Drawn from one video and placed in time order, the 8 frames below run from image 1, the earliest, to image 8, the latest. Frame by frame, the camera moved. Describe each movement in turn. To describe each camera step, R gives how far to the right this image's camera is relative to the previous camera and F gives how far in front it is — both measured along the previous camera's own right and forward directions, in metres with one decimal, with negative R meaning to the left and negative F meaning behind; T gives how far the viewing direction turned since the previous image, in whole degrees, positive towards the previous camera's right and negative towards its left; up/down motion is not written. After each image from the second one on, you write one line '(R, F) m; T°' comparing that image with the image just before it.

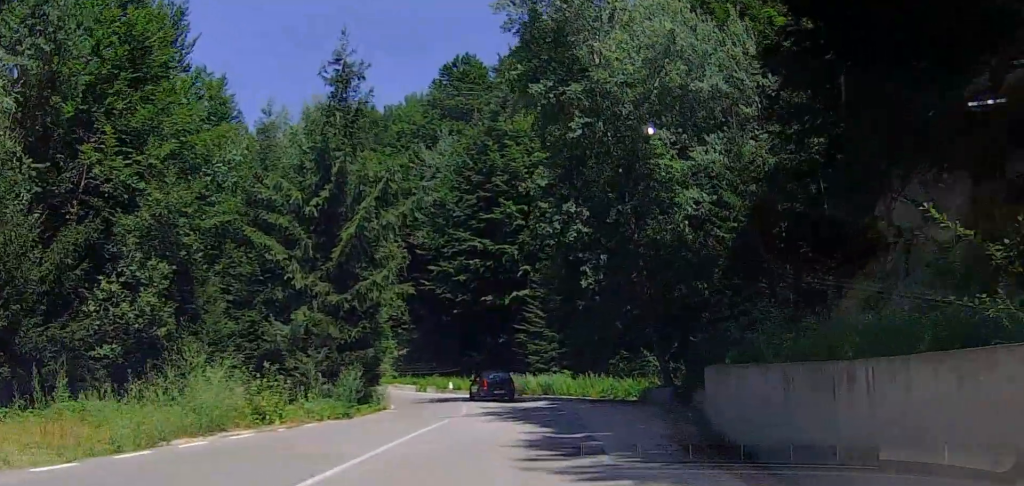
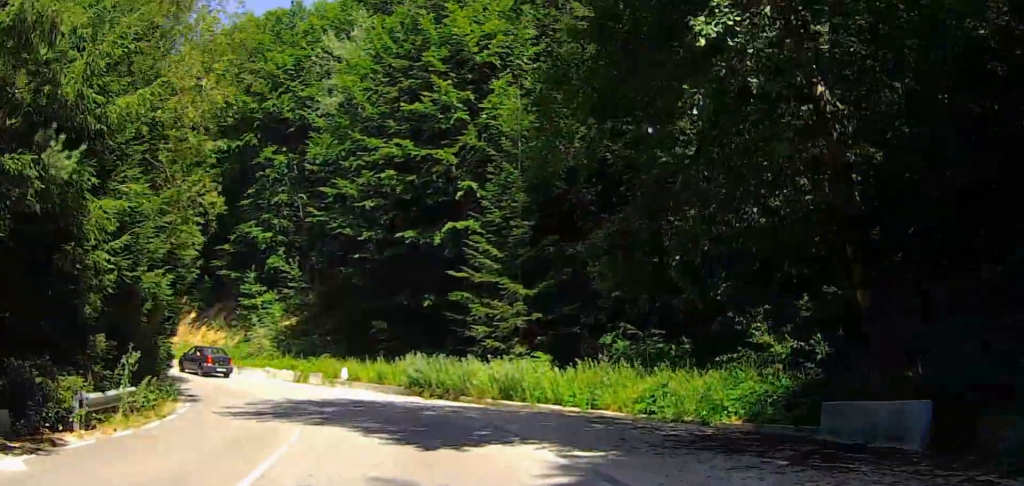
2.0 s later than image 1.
(+3.5, +22.7) m; +7°
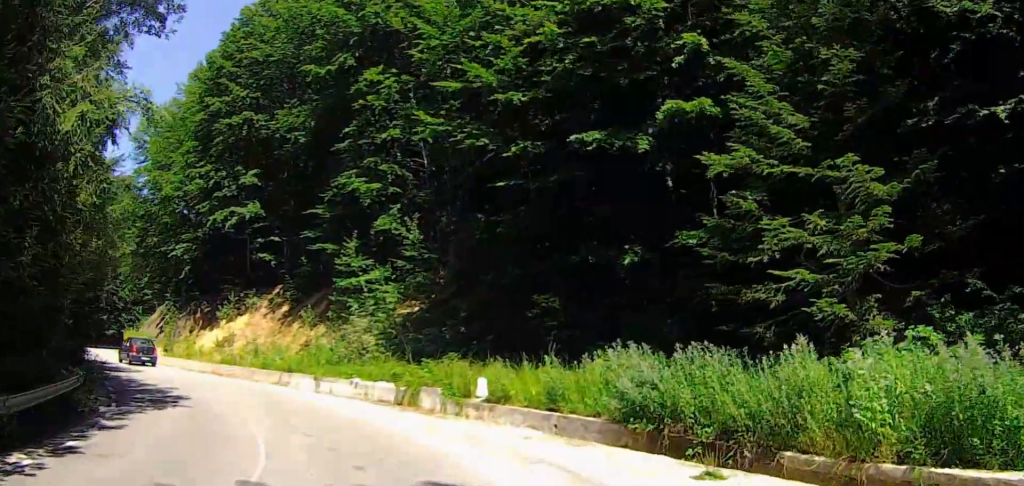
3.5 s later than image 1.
(-4.9, +14.2) m; -28°
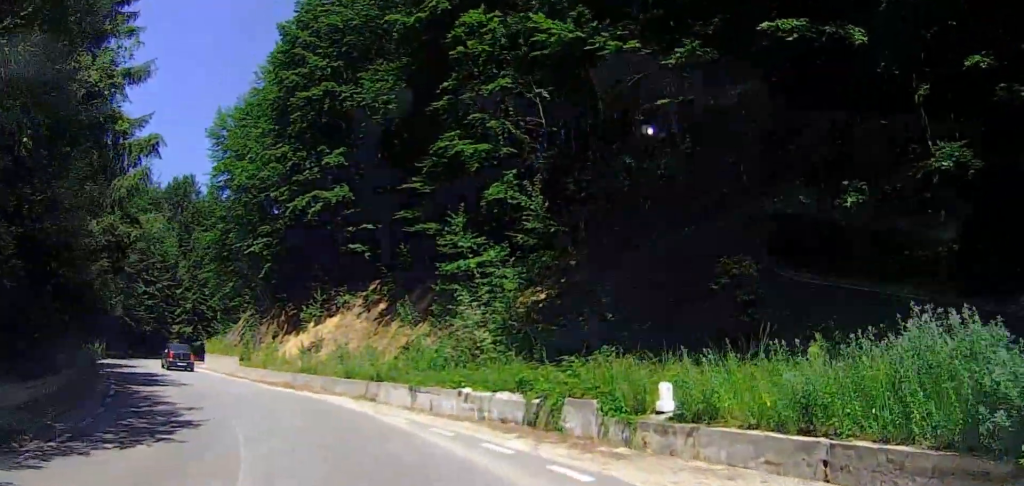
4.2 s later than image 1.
(-0.6, +7.1) m; -5°
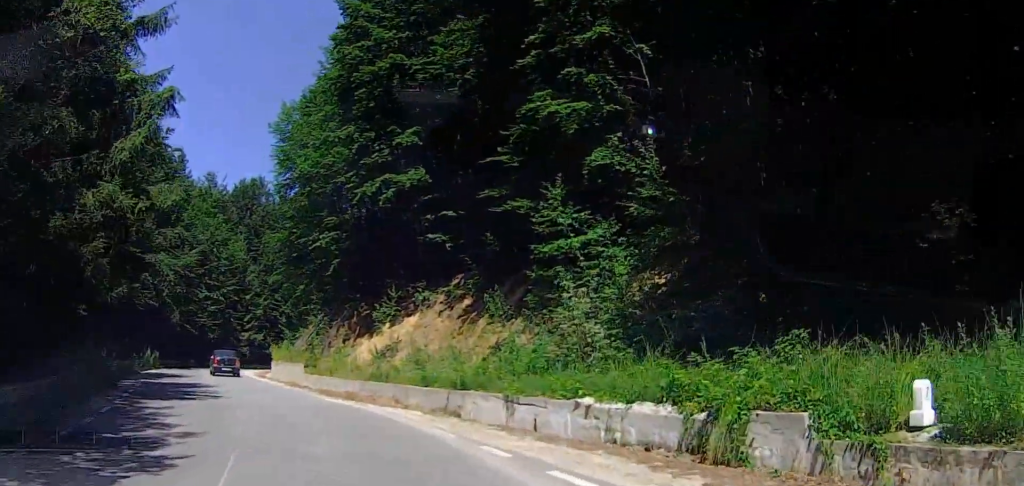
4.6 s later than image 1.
(0.0, +4.8) m; 0°
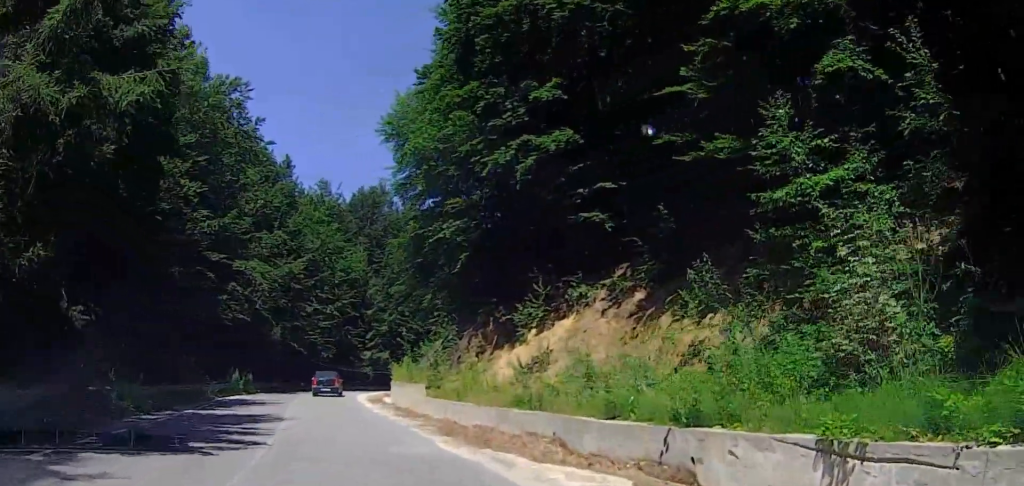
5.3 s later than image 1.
(0.0, +8.1) m; 0°
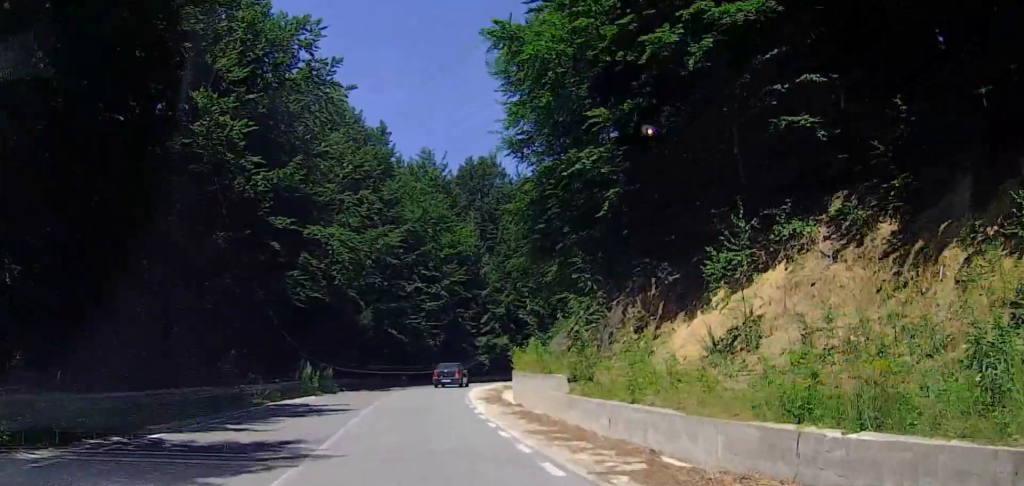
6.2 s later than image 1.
(0.0, +9.7) m; 0°
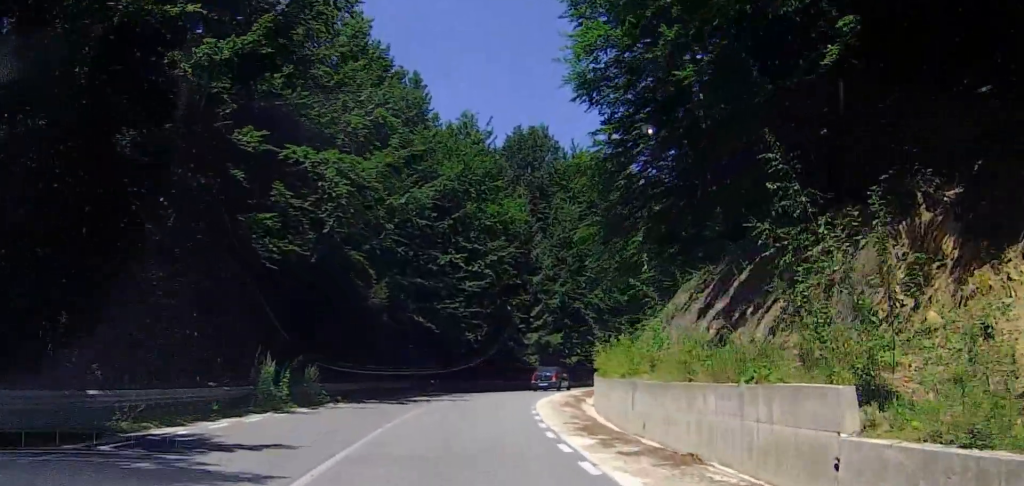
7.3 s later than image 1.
(0.0, +12.8) m; 0°
